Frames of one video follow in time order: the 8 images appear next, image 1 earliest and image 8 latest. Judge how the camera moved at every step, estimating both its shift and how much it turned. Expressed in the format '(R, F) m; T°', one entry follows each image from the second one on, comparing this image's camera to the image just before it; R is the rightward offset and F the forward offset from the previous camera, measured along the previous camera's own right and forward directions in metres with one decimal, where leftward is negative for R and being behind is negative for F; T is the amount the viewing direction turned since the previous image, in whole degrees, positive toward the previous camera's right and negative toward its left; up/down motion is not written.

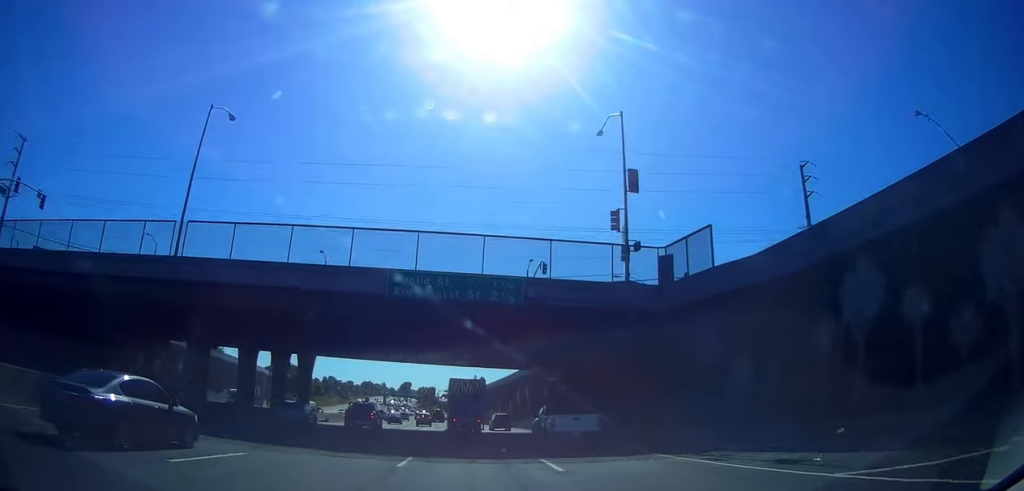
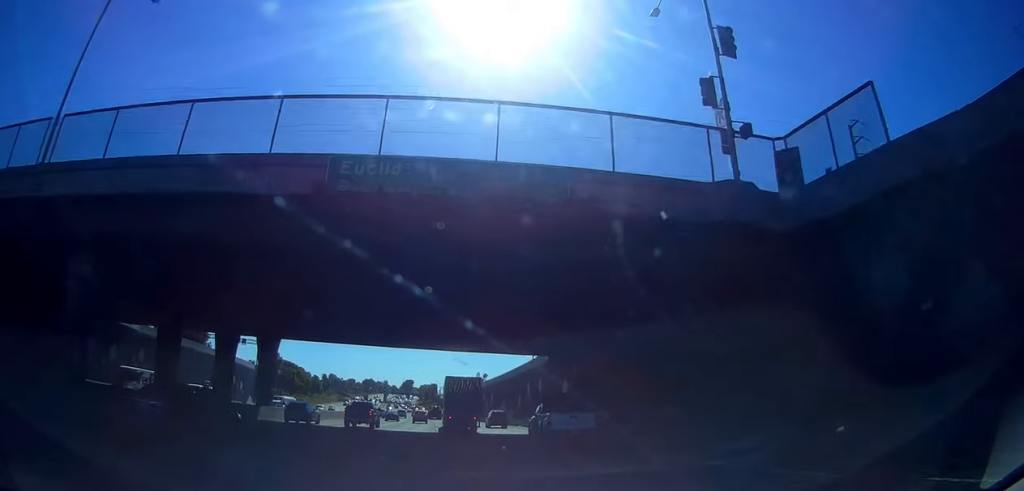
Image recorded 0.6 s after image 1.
(+0.6, +11.5) m; 0°
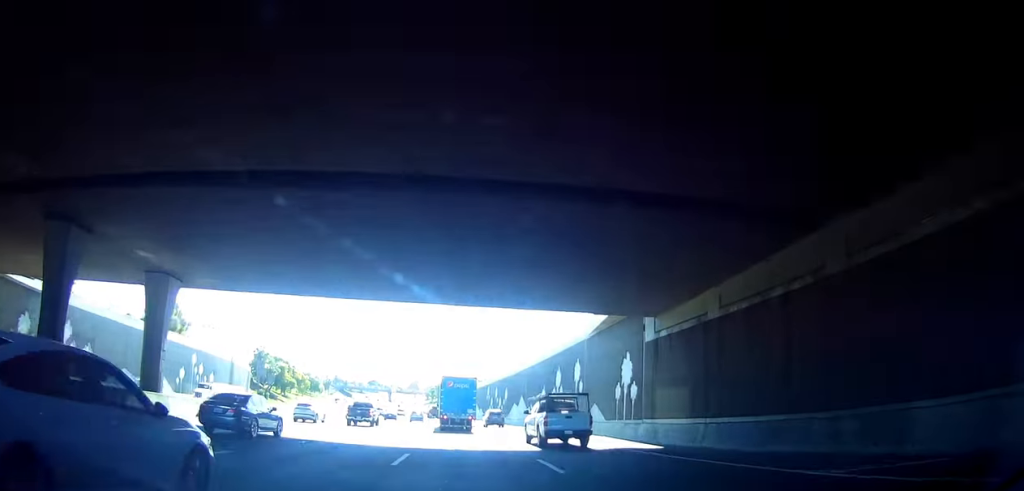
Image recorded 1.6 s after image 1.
(-0.5, +17.6) m; -2°
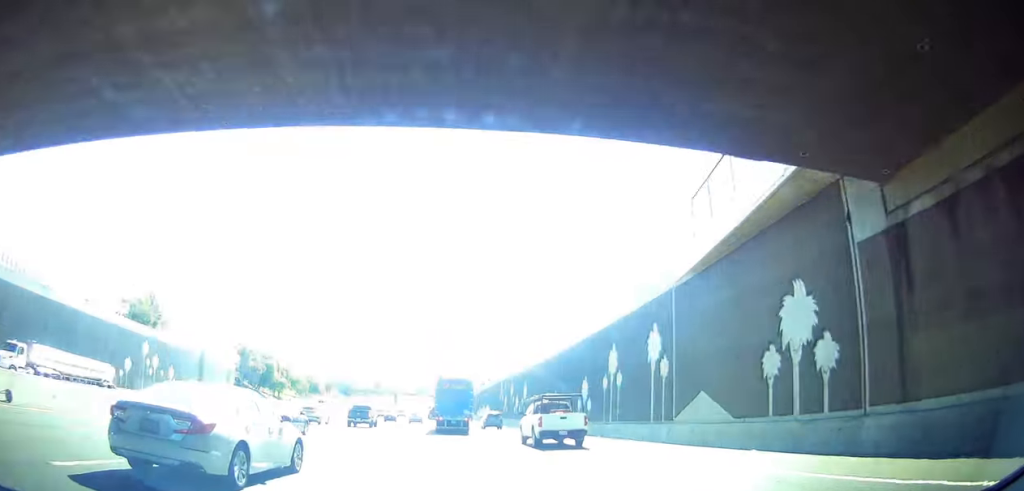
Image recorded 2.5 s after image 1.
(-0.2, +17.4) m; -1°
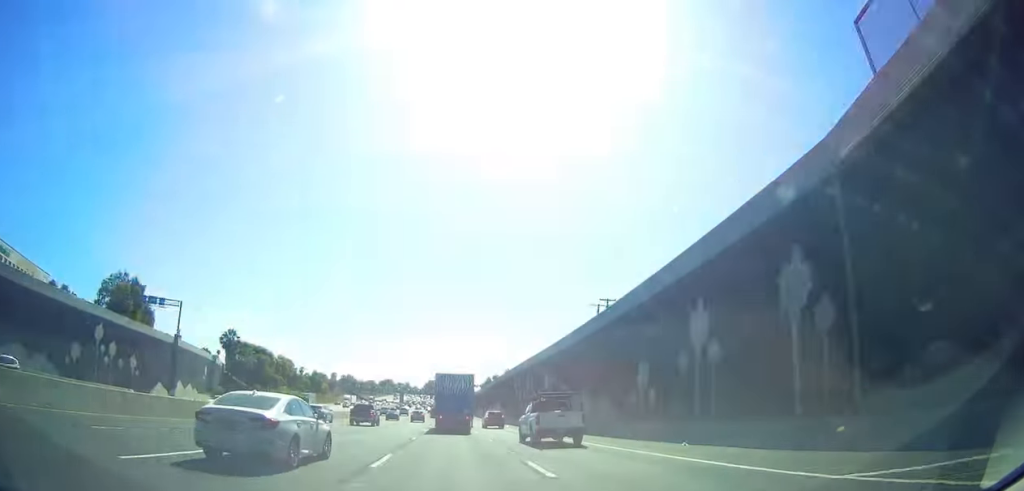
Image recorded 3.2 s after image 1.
(0.0, +12.5) m; 0°
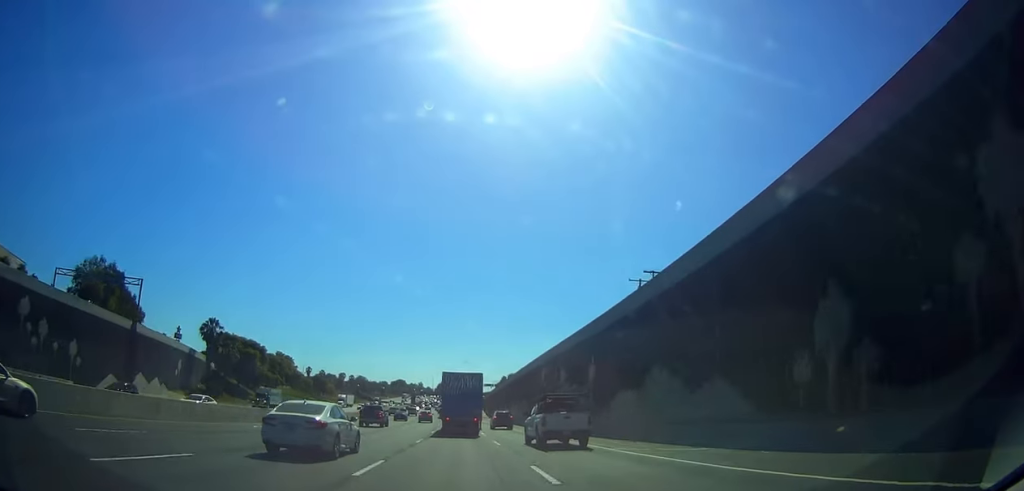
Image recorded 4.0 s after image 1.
(0.0, +15.6) m; -1°
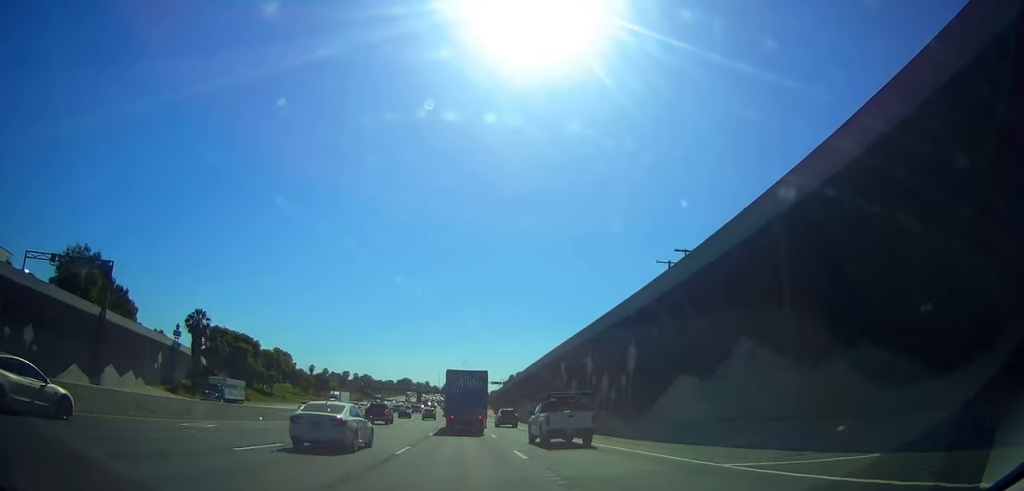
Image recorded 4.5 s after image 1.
(+0.1, +8.7) m; -1°
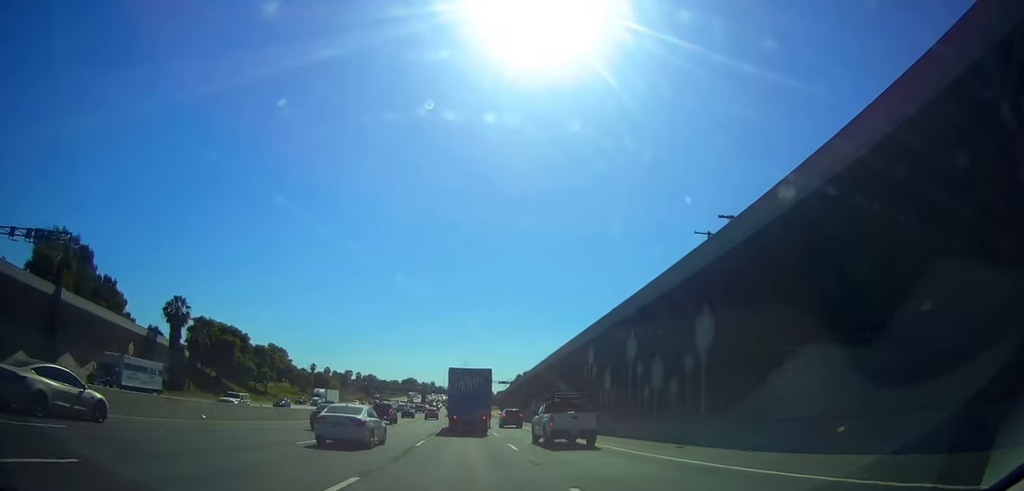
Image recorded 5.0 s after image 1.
(0.0, +10.1) m; -1°
